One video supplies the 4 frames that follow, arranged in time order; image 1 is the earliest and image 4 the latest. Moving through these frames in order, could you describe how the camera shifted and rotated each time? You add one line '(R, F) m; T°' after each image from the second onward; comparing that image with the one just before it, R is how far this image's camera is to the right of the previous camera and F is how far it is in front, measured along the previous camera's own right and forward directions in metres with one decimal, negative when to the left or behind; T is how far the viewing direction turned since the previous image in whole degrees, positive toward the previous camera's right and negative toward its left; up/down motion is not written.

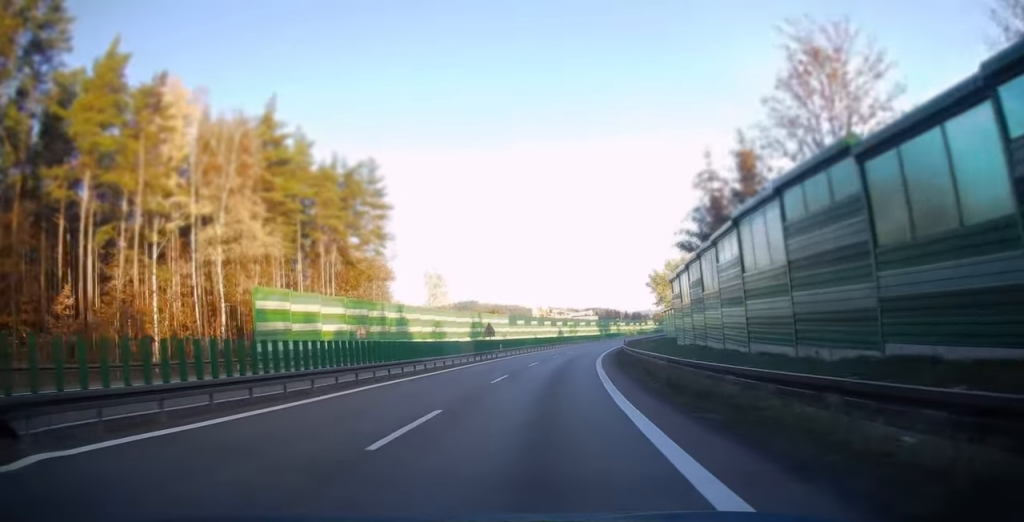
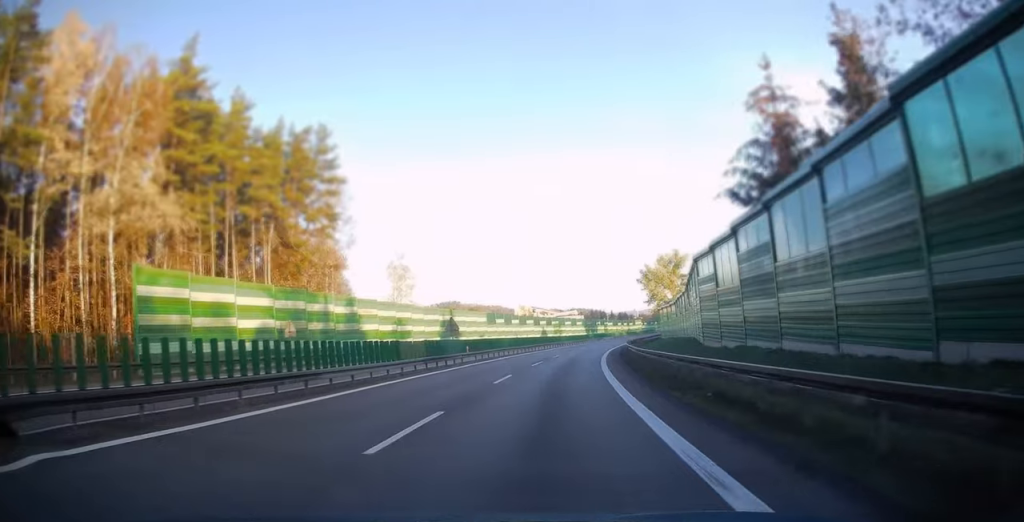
(0.0, +12.5) m; +1°
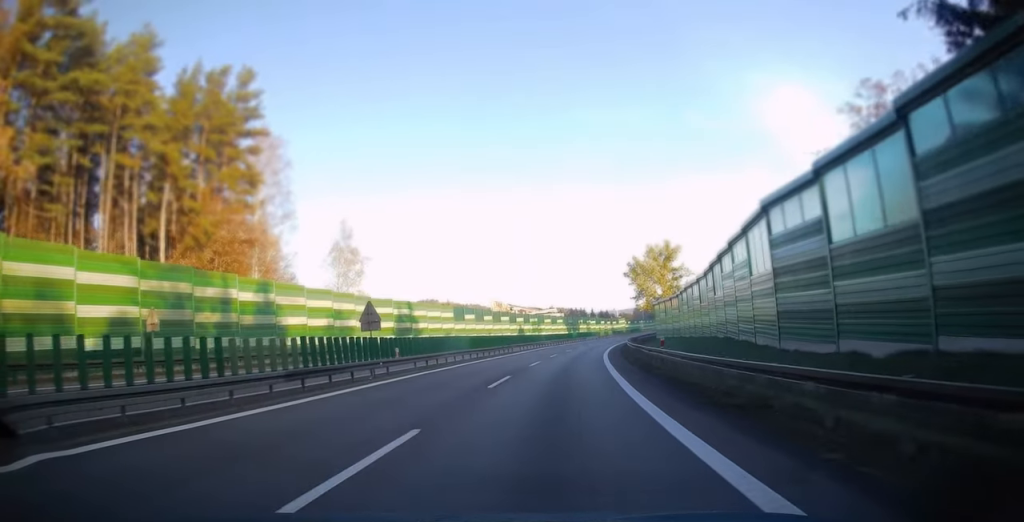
(+0.3, +14.3) m; +2°
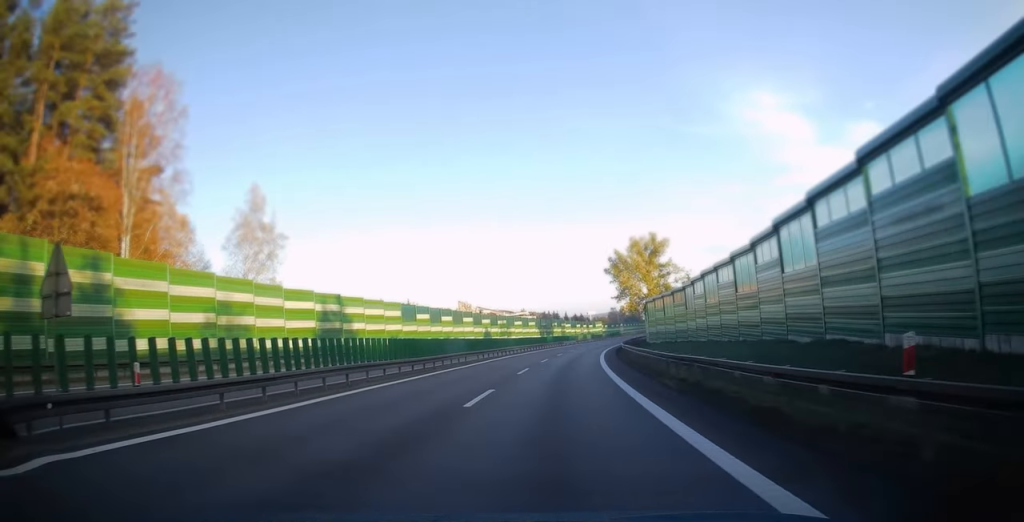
(+0.3, +16.2) m; +2°
